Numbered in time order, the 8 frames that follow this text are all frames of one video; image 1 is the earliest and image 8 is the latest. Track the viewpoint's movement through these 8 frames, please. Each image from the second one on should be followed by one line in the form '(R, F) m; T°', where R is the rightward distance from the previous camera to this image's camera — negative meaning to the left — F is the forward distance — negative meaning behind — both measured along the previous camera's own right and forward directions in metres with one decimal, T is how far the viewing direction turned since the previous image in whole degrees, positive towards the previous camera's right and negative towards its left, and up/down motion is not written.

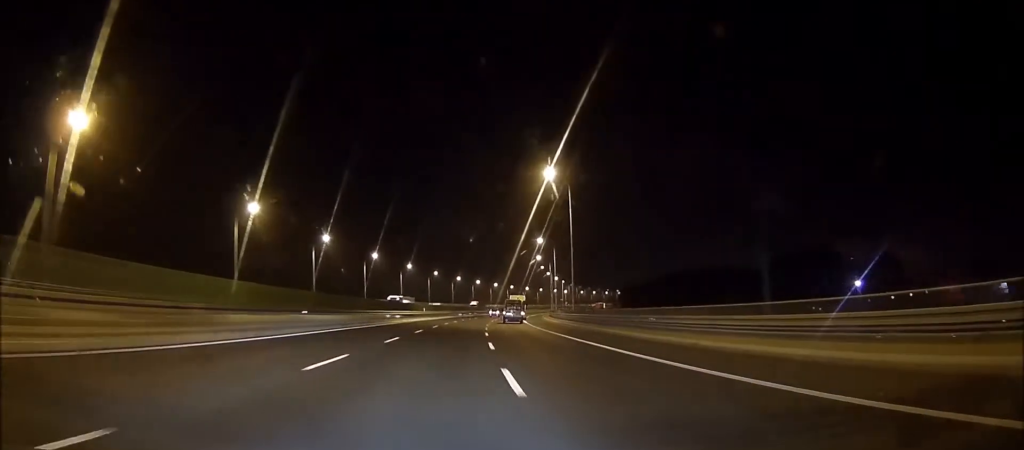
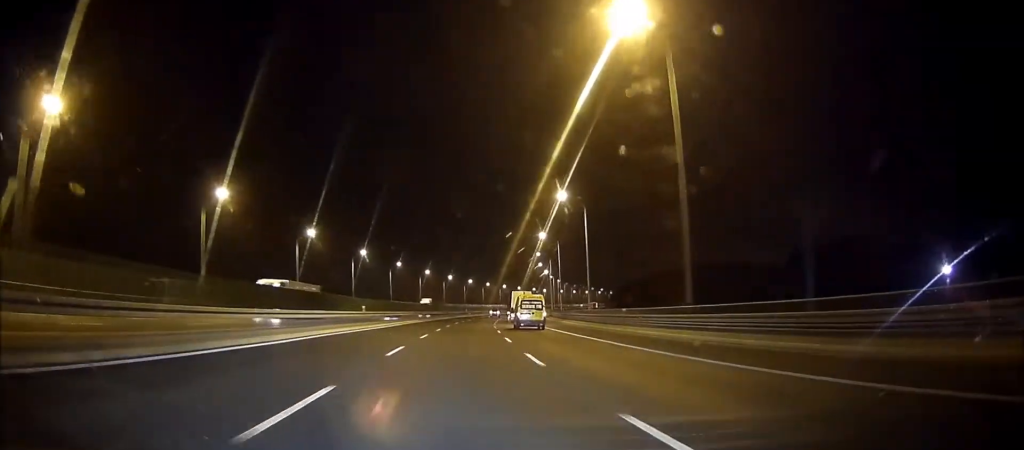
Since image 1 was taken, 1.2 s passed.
(0.0, +43.5) m; 0°
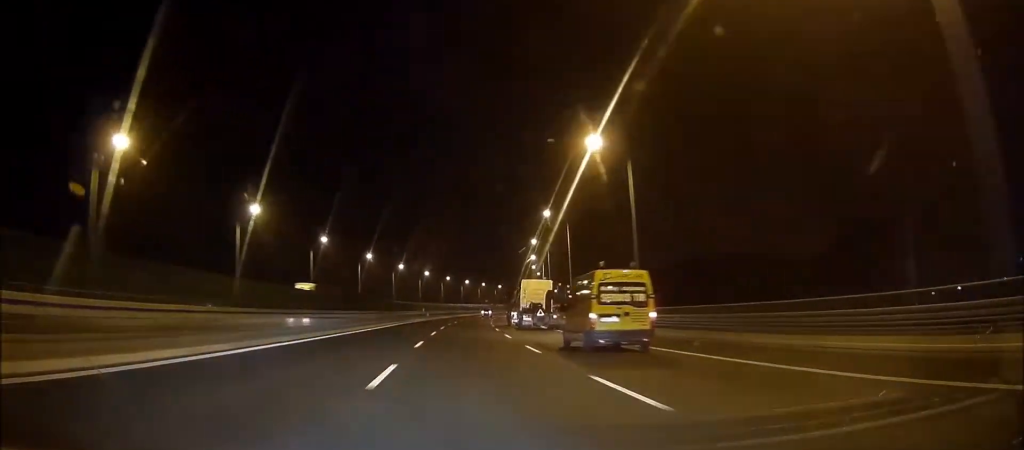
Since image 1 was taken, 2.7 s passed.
(0.0, +56.5) m; 0°
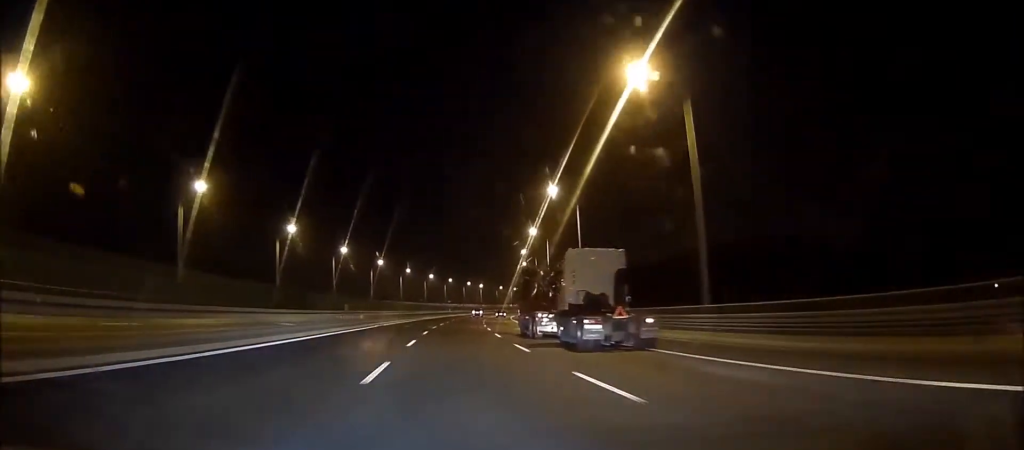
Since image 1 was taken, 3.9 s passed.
(0.0, +48.1) m; 0°
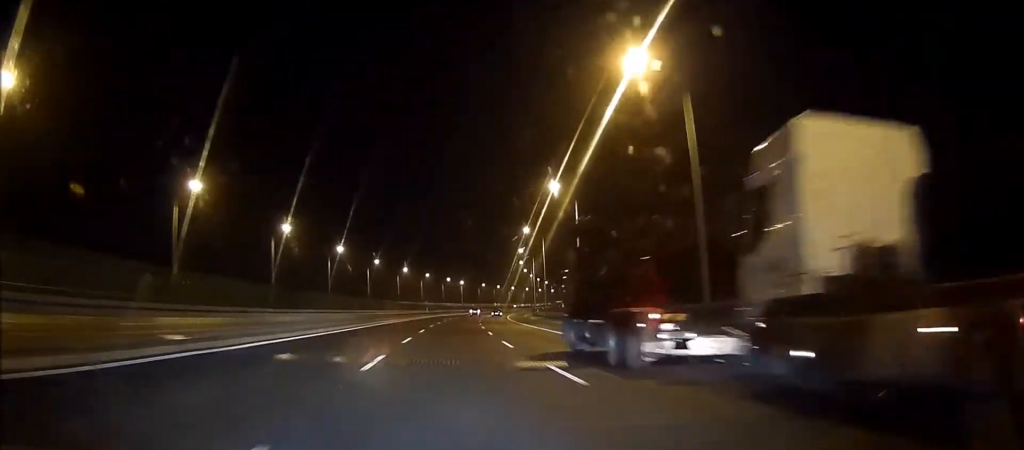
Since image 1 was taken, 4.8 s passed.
(0.0, +34.4) m; 0°
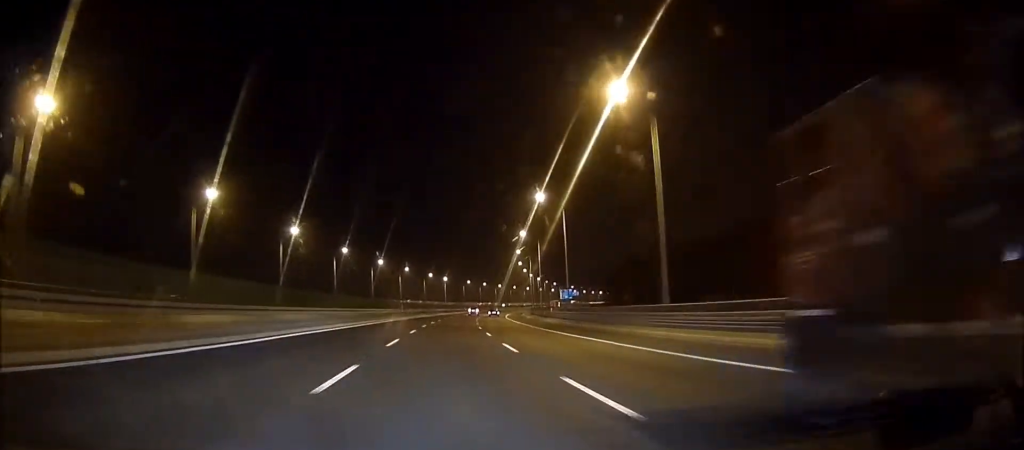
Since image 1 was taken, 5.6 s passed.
(0.0, +28.1) m; 0°
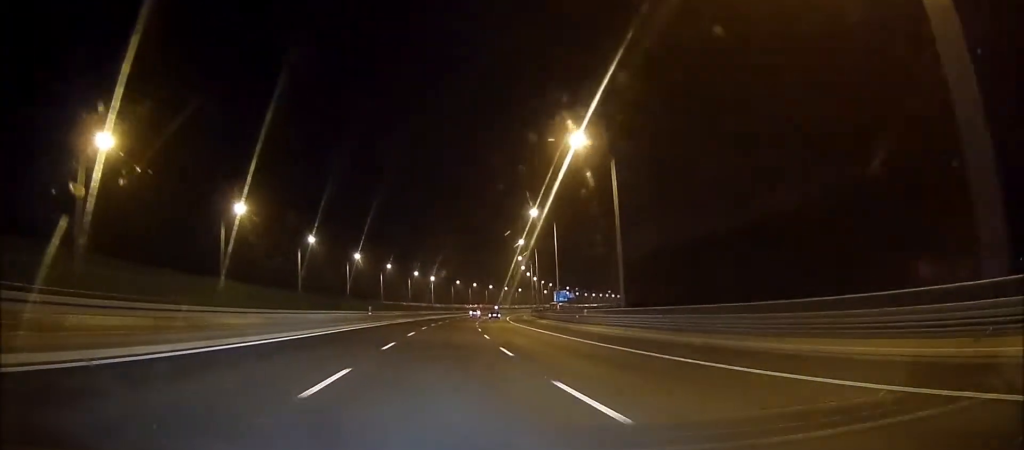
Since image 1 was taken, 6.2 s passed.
(0.0, +24.4) m; 0°
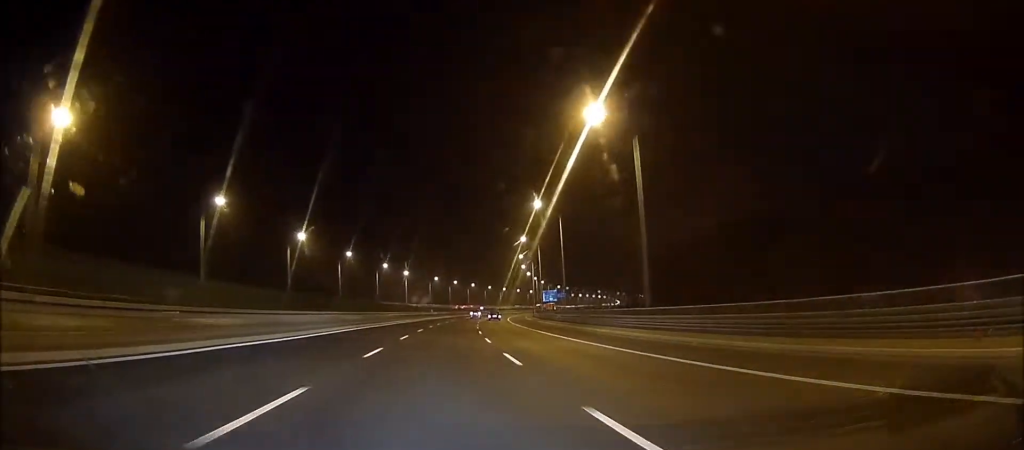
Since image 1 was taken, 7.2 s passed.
(+0.1, +39.9) m; +2°
